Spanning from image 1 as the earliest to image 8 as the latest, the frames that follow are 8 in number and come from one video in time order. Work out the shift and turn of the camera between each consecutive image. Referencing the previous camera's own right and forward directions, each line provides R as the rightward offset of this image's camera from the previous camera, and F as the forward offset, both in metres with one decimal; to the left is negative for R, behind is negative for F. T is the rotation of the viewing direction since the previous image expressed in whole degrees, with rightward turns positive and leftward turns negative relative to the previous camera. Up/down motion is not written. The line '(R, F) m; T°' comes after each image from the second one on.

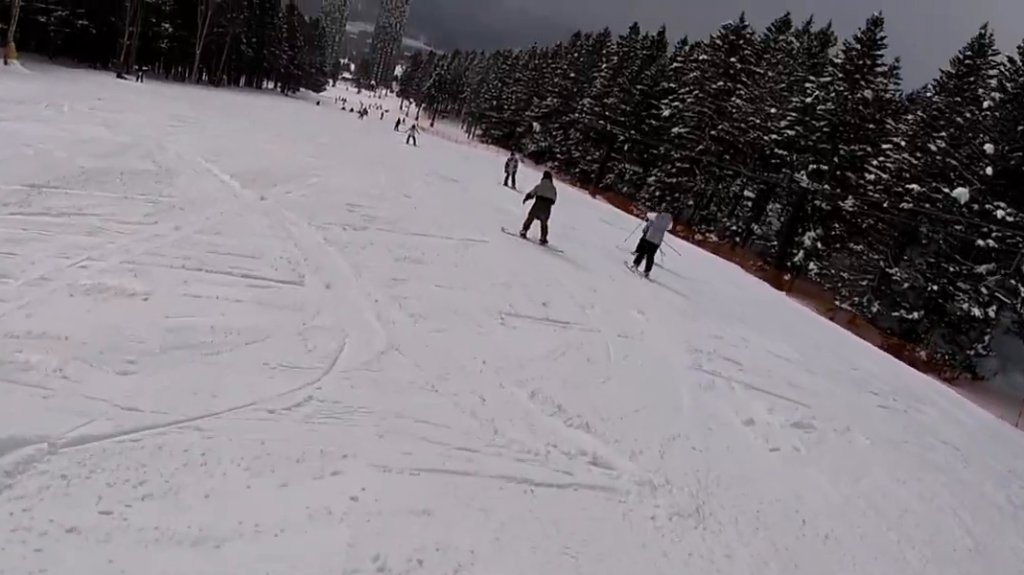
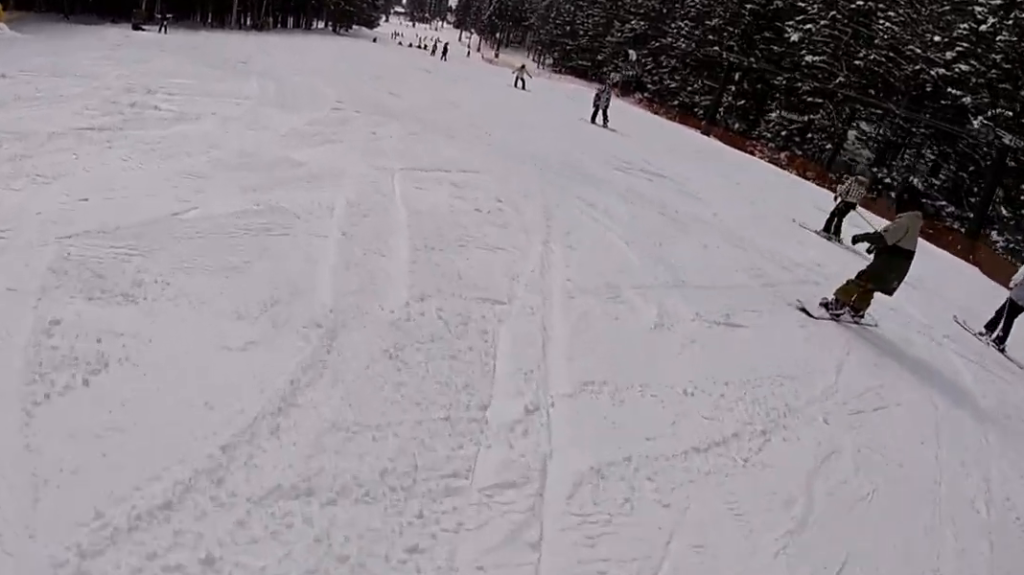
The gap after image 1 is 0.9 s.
(-1.3, +9.3) m; -11°
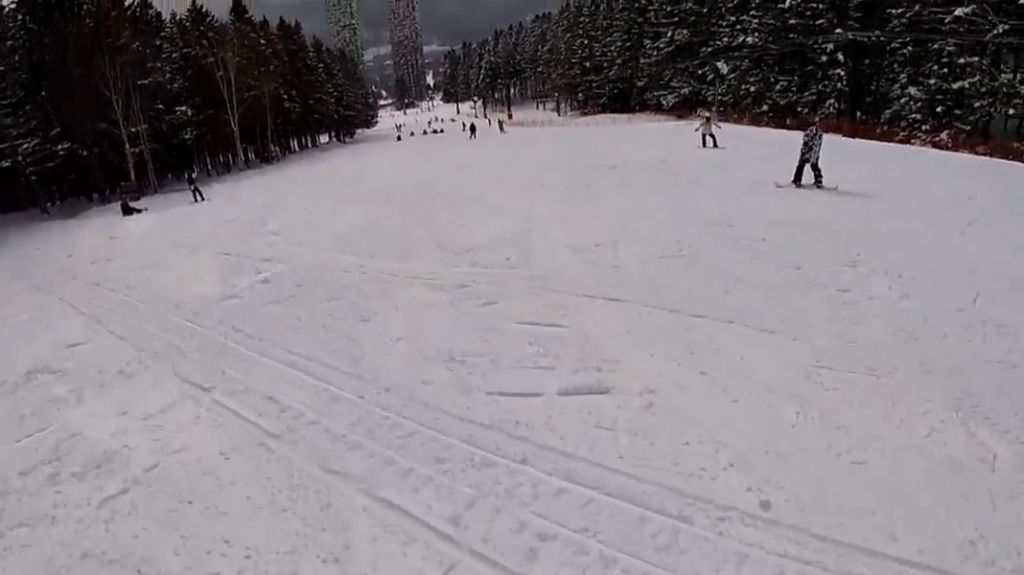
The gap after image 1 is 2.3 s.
(-1.7, +15.5) m; +4°
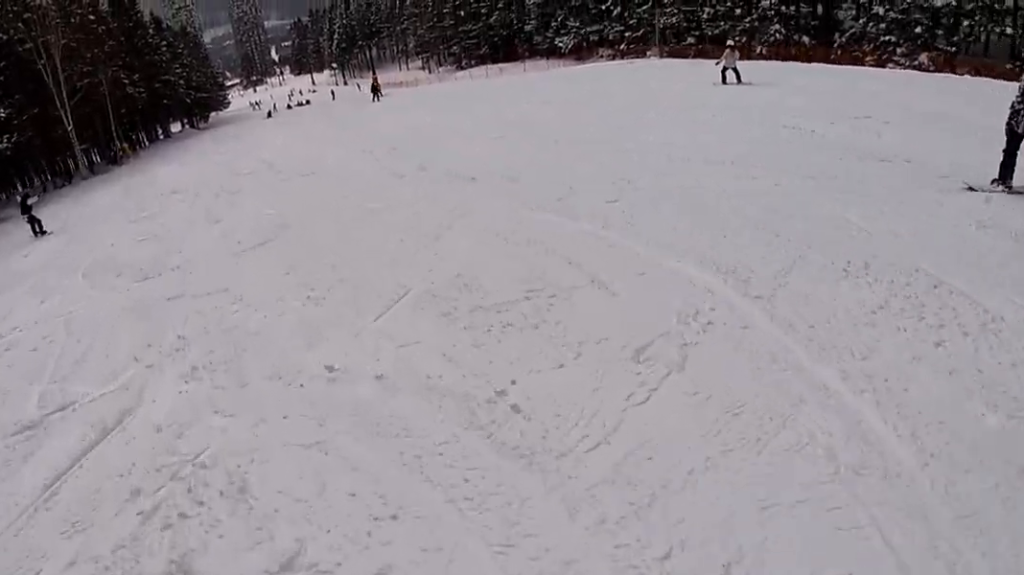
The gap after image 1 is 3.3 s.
(+2.5, +11.4) m; +19°
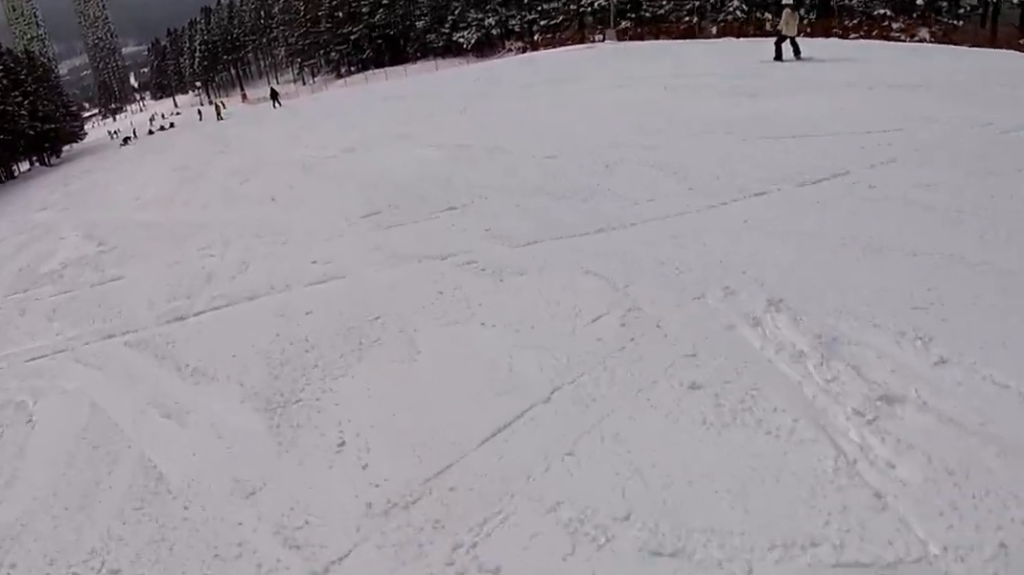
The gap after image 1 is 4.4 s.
(+1.3, +11.6) m; +13°
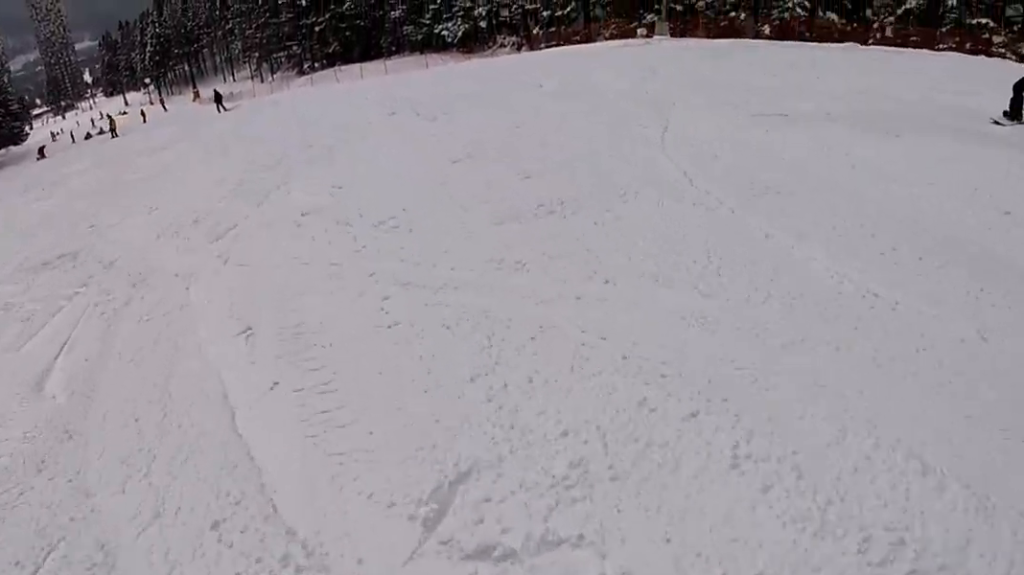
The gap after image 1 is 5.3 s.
(+1.1, +9.6) m; +6°
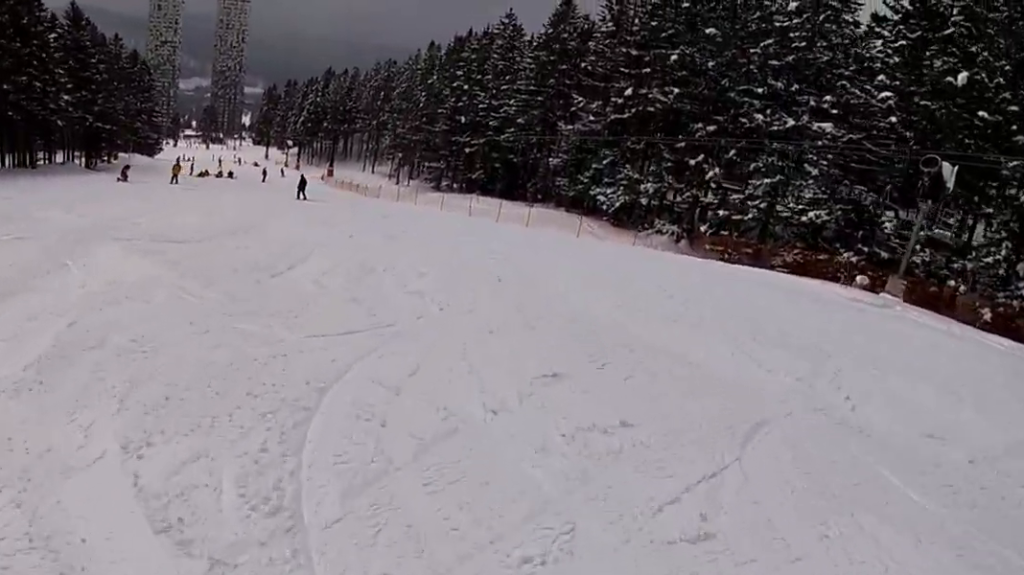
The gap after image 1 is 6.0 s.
(-0.1, +8.3) m; -9°
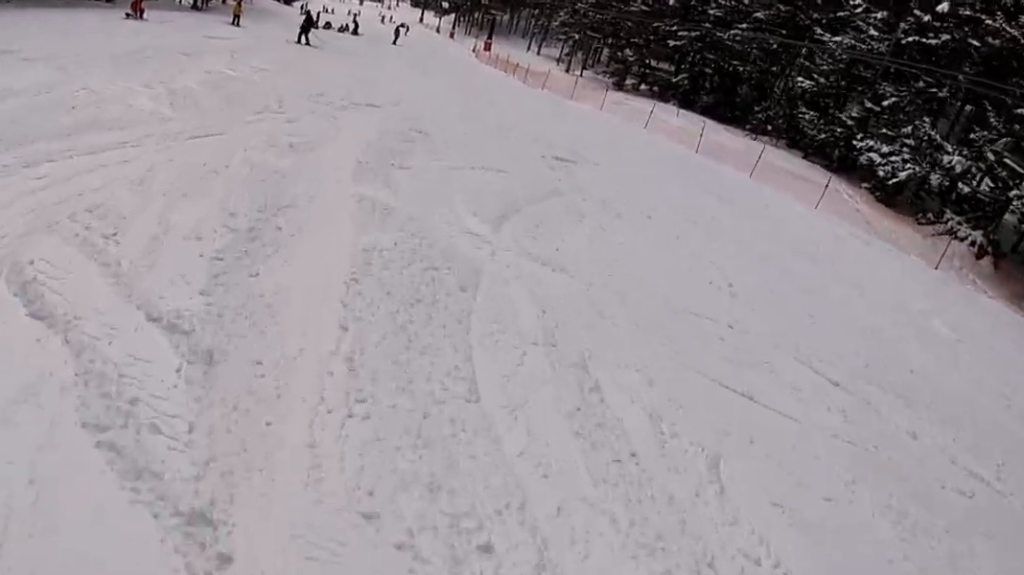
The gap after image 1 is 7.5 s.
(-3.1, +15.7) m; -15°
